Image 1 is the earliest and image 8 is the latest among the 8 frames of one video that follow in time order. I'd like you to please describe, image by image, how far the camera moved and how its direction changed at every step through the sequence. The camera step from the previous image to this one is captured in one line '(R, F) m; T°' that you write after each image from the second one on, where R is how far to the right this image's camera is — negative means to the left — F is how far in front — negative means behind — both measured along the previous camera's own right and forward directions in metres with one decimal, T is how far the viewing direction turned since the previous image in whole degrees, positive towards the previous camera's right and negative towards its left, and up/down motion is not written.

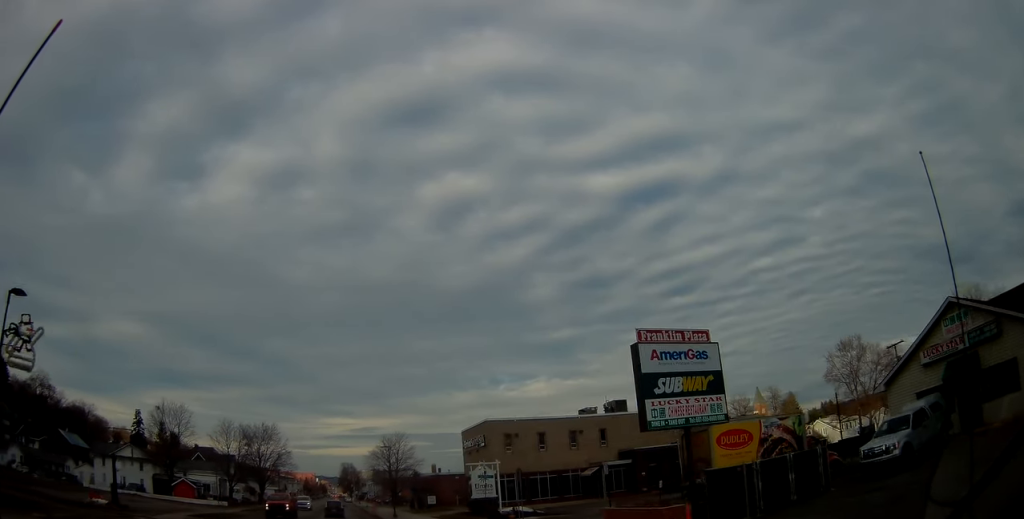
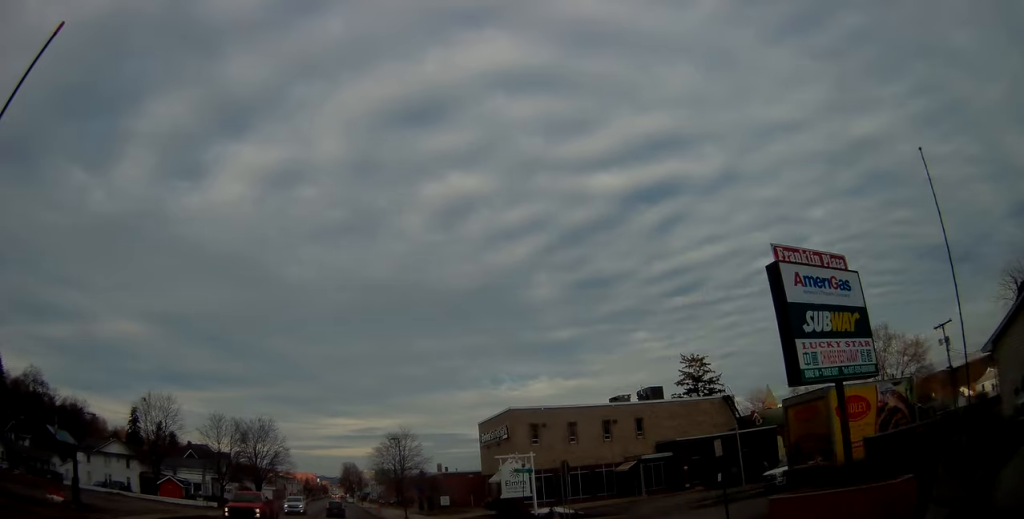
(-0.1, +6.8) m; 0°
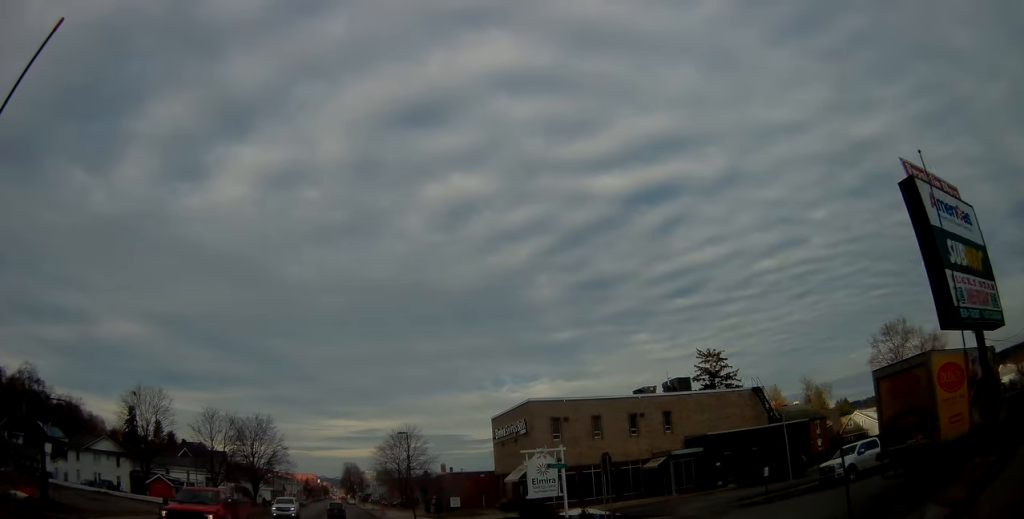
(0.0, +4.4) m; 0°
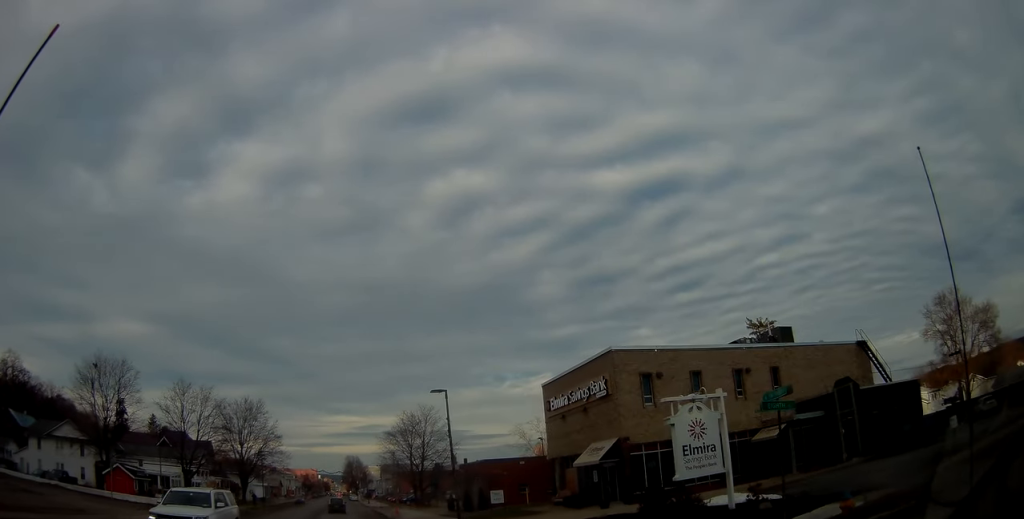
(+0.1, +12.8) m; 0°
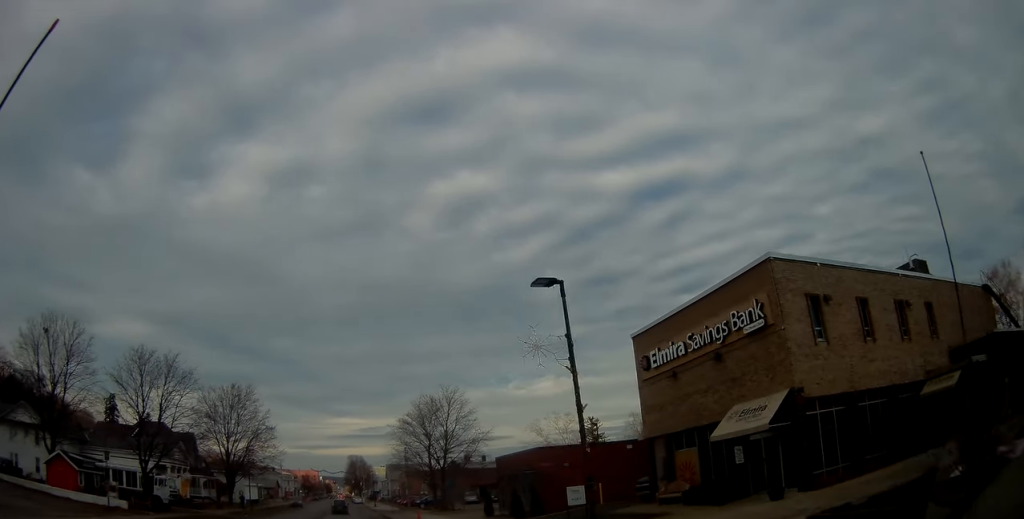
(-0.1, +12.1) m; -1°
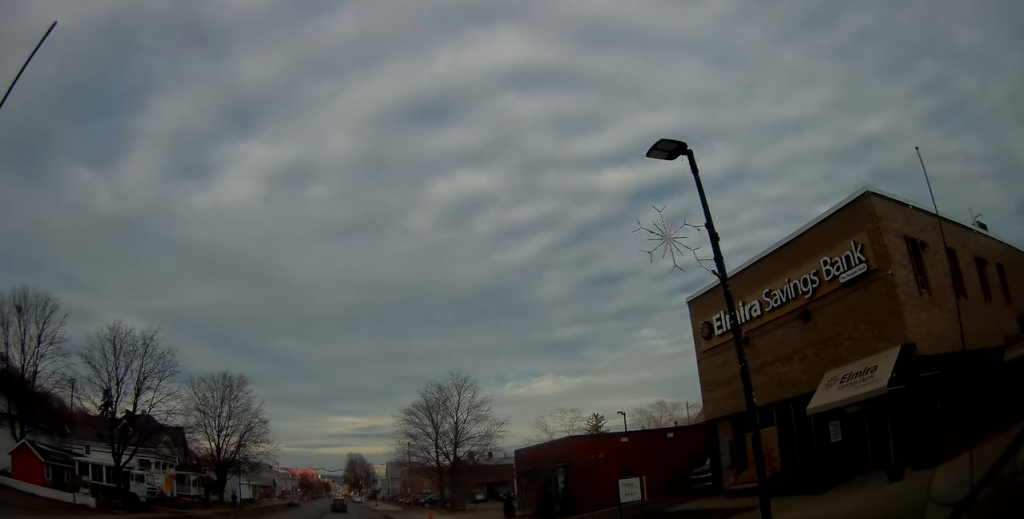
(+0.1, +5.0) m; -1°
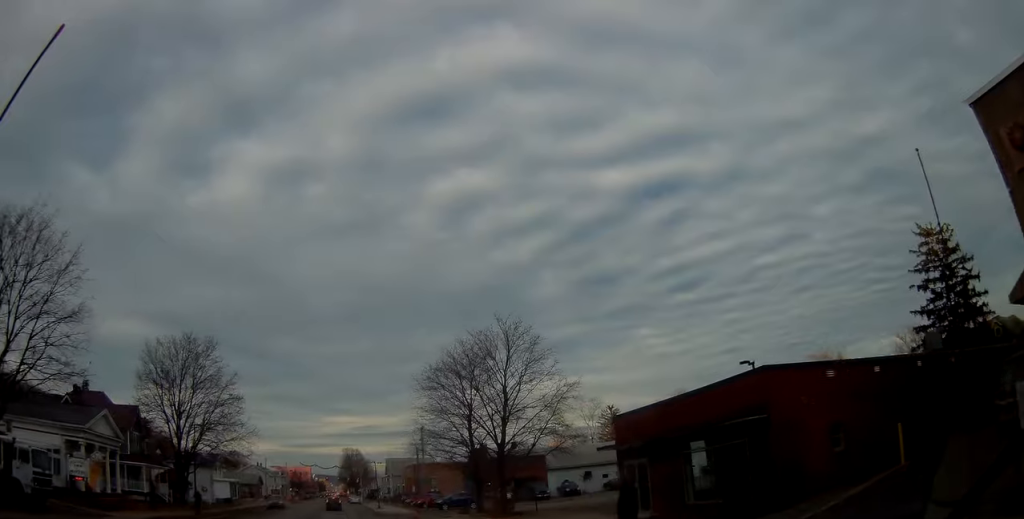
(-0.2, +15.2) m; +1°
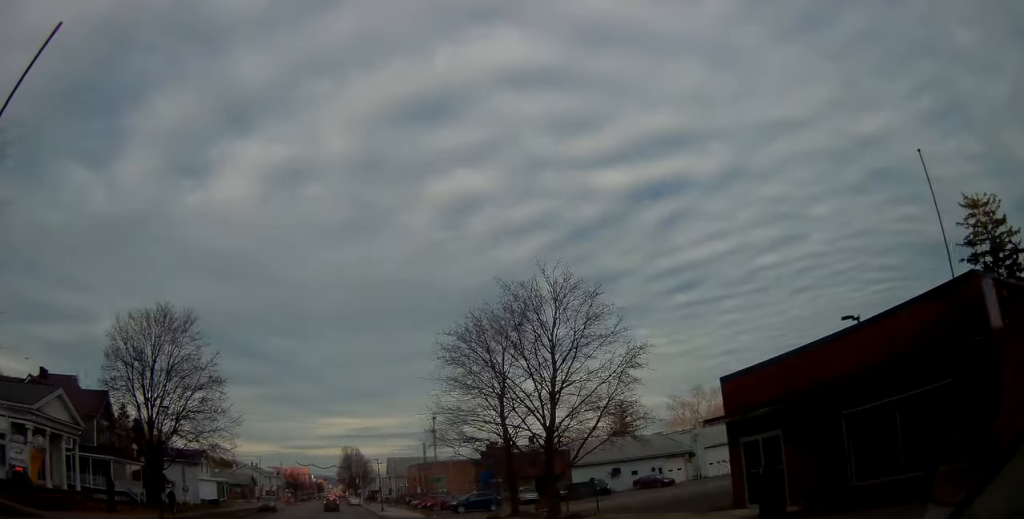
(+0.2, +7.7) m; +1°
